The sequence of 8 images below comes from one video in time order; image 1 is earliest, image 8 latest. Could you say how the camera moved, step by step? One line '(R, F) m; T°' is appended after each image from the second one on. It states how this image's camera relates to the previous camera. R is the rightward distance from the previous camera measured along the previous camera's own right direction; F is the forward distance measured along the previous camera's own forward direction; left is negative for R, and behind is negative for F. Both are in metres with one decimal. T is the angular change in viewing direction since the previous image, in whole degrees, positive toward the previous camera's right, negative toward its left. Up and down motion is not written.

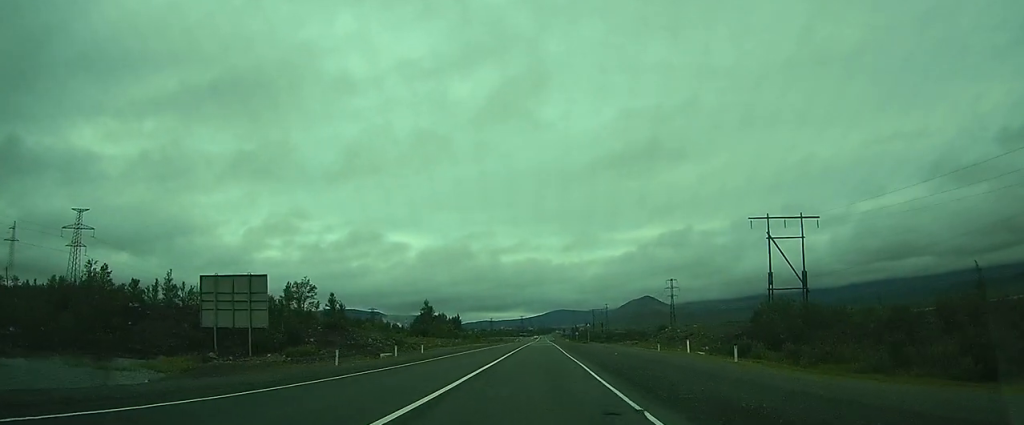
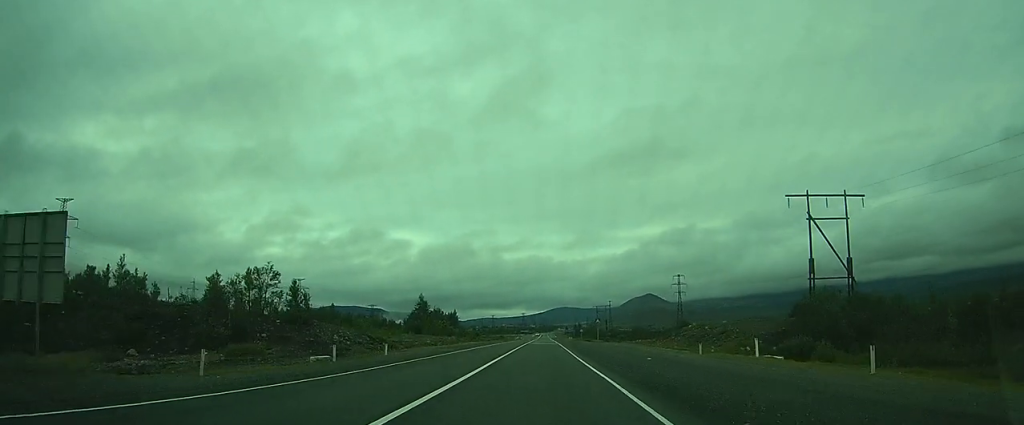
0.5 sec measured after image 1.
(0.0, +10.7) m; 0°
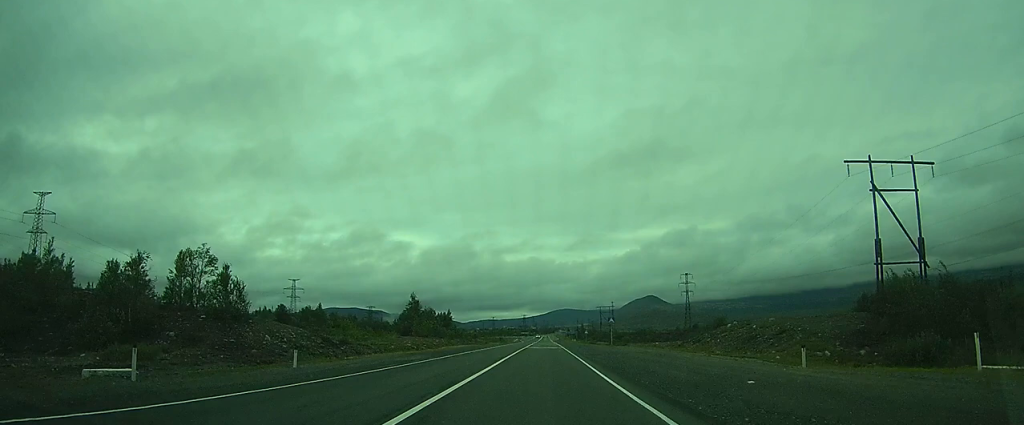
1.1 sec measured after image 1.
(0.0, +12.9) m; 0°
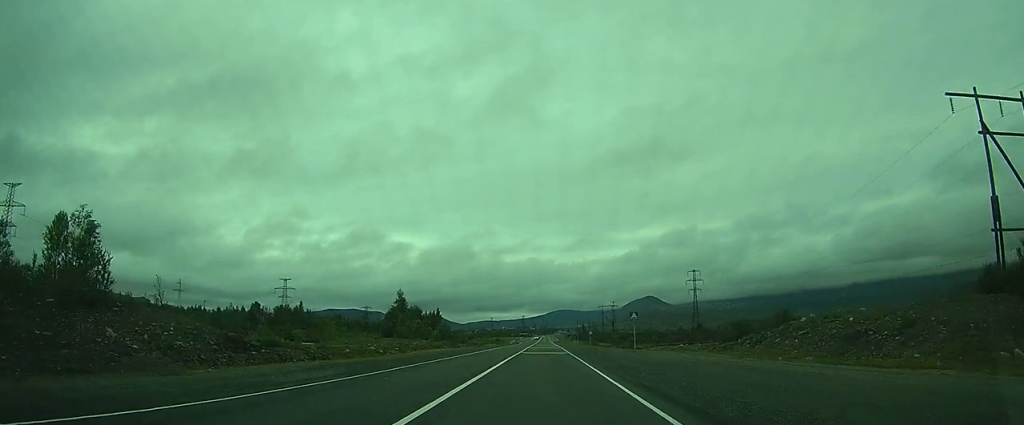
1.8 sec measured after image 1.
(-0.1, +14.9) m; 0°
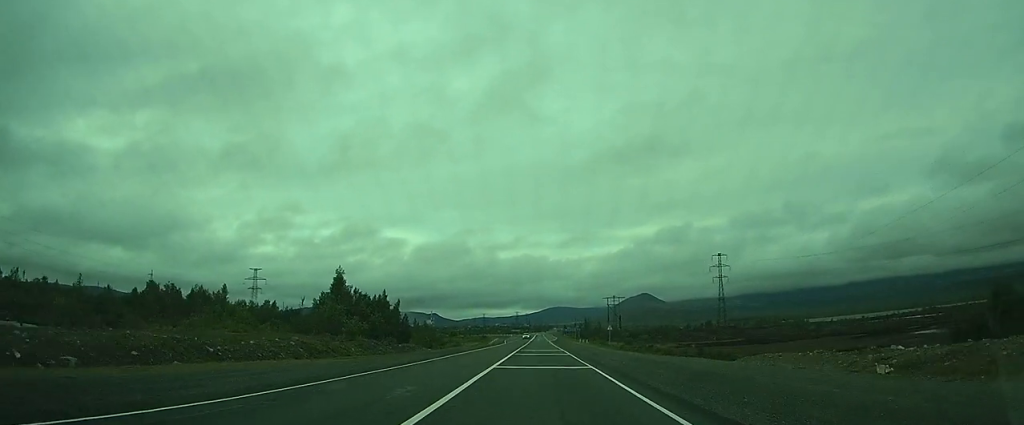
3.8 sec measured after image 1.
(-0.1, +42.3) m; 0°
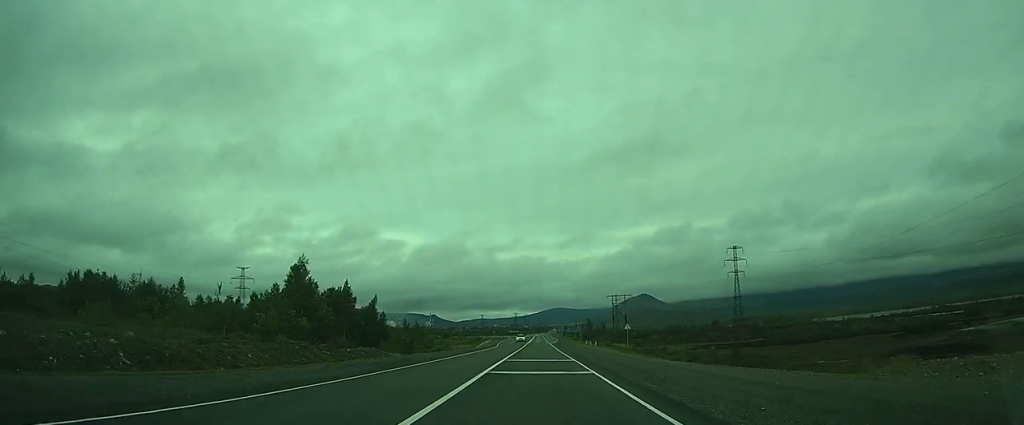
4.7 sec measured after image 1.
(+0.1, +17.5) m; +1°
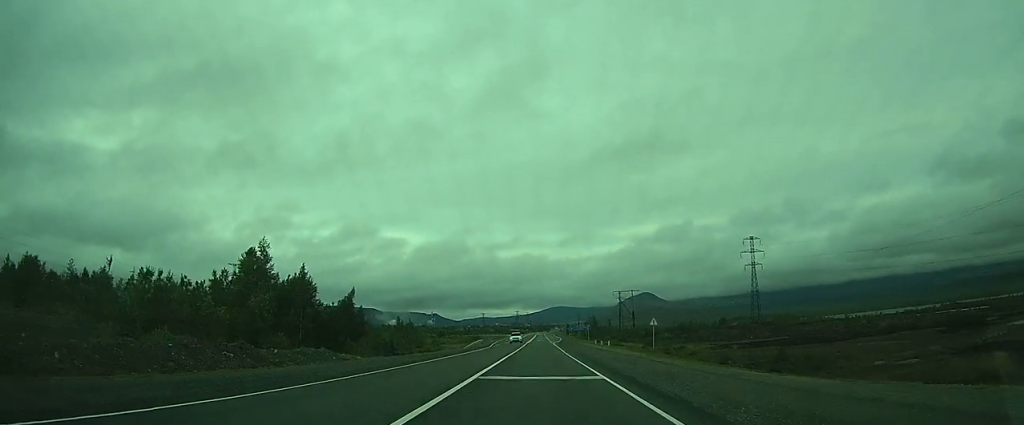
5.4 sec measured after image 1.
(+0.1, +14.0) m; +1°
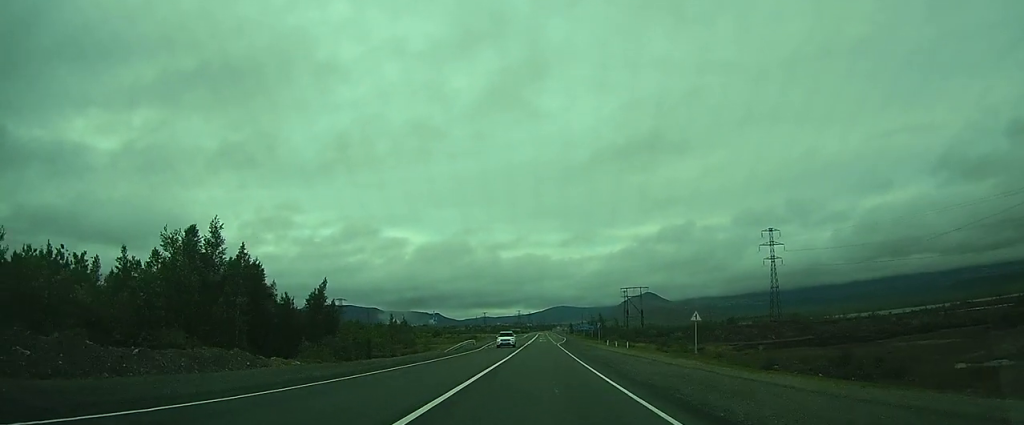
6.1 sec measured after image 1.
(+0.1, +13.2) m; 0°
